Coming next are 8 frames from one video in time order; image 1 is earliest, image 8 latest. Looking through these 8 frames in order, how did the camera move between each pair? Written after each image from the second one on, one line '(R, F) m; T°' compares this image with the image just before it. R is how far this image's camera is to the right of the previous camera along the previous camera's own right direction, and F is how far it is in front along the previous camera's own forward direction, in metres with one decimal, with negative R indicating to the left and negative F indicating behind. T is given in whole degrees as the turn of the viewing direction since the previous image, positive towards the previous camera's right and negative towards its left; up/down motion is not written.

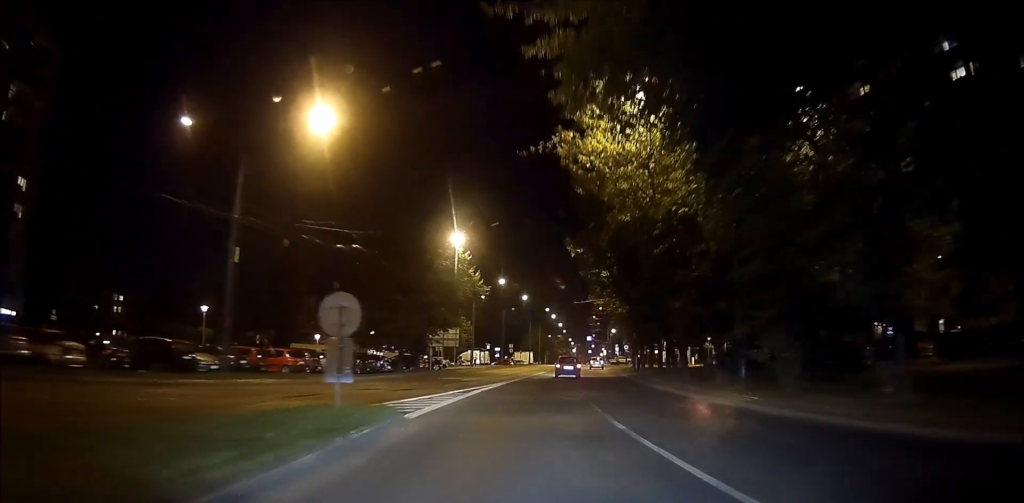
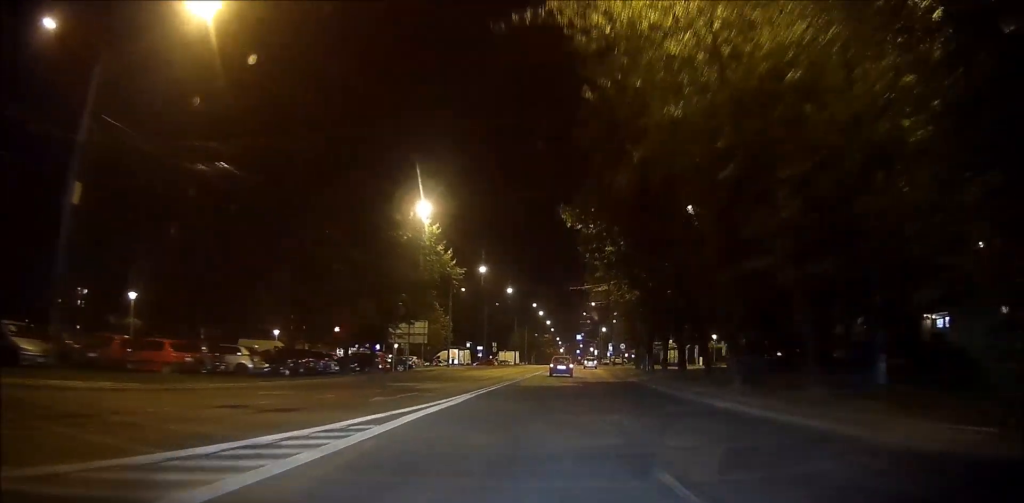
(0.0, +11.4) m; 0°
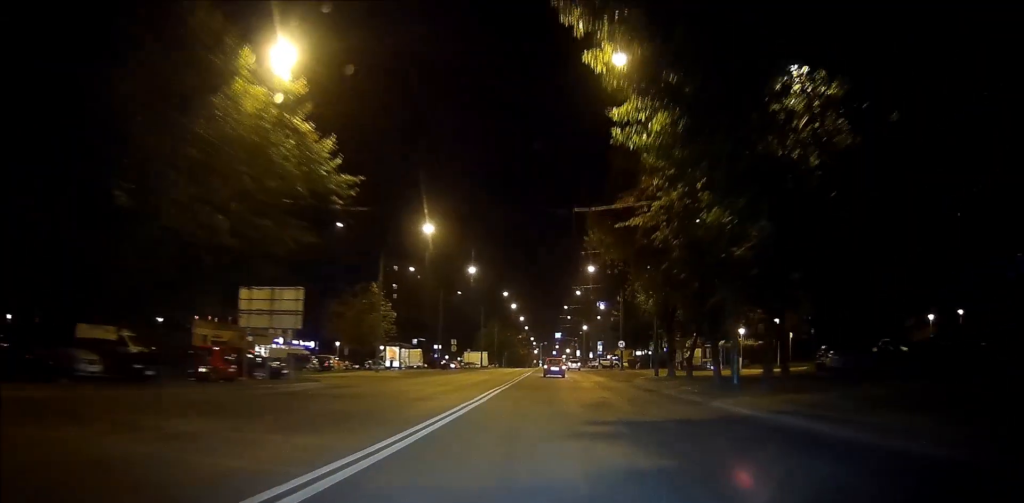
(+0.1, +22.9) m; +1°
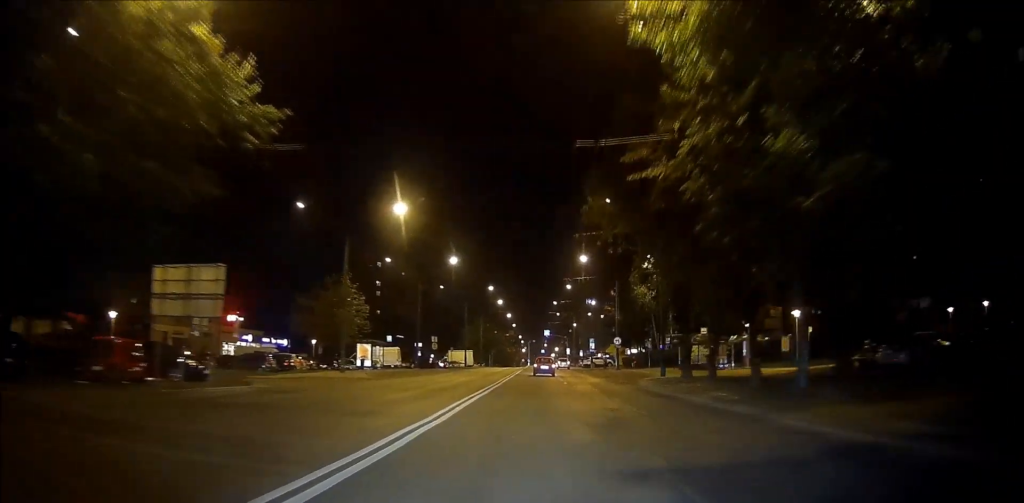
(0.0, +6.1) m; +1°
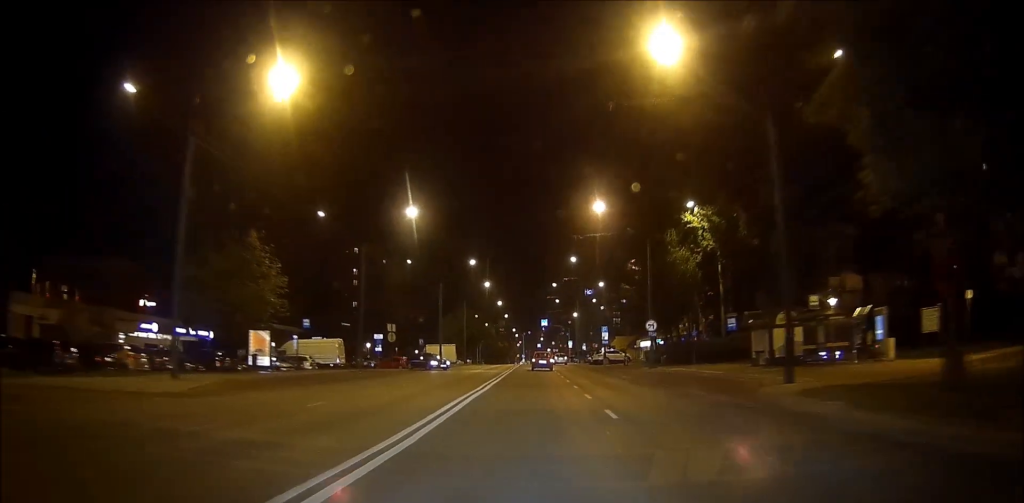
(+0.4, +21.2) m; +2°
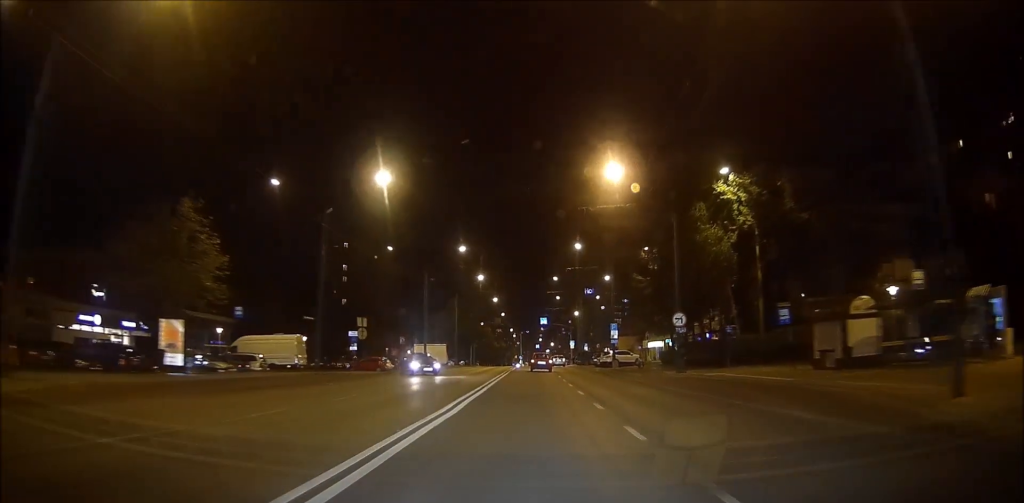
(-0.1, +9.7) m; +2°
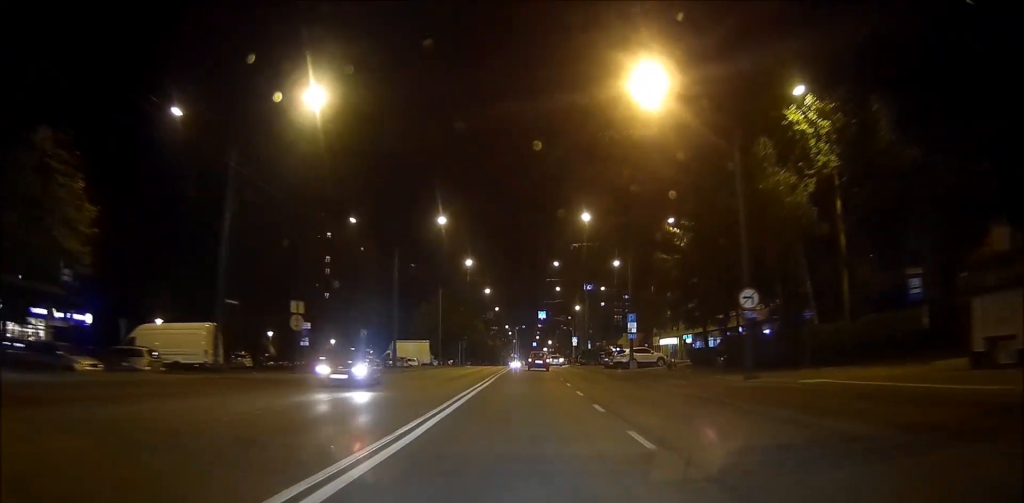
(+0.5, +13.2) m; +2°
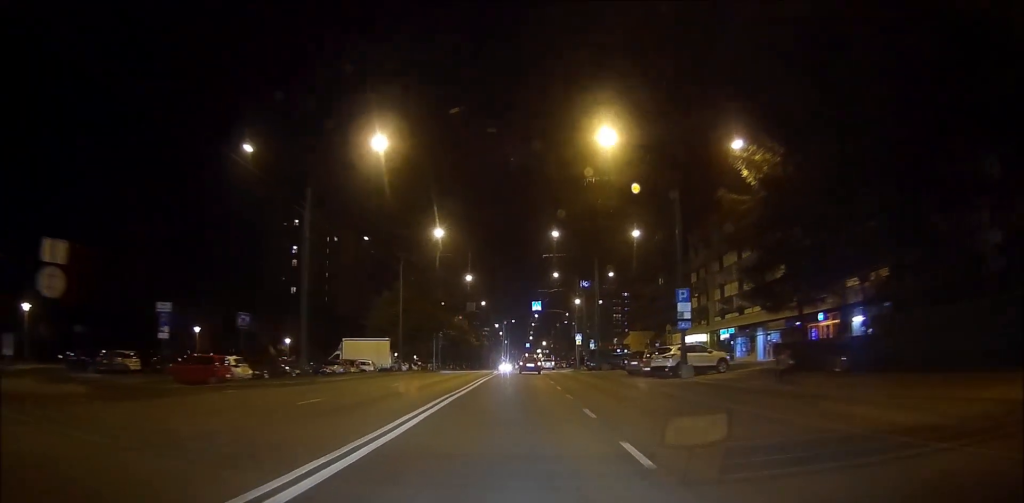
(+0.3, +19.6) m; +1°
